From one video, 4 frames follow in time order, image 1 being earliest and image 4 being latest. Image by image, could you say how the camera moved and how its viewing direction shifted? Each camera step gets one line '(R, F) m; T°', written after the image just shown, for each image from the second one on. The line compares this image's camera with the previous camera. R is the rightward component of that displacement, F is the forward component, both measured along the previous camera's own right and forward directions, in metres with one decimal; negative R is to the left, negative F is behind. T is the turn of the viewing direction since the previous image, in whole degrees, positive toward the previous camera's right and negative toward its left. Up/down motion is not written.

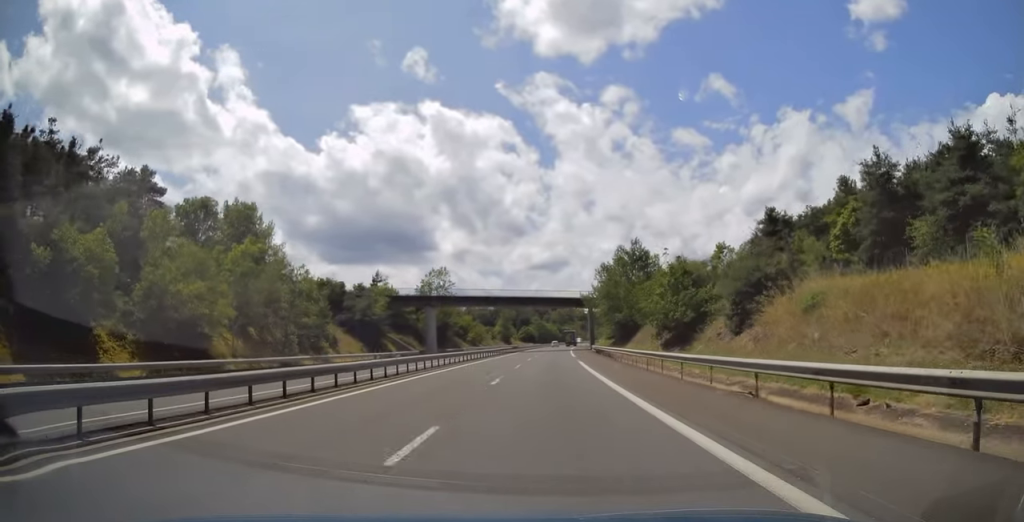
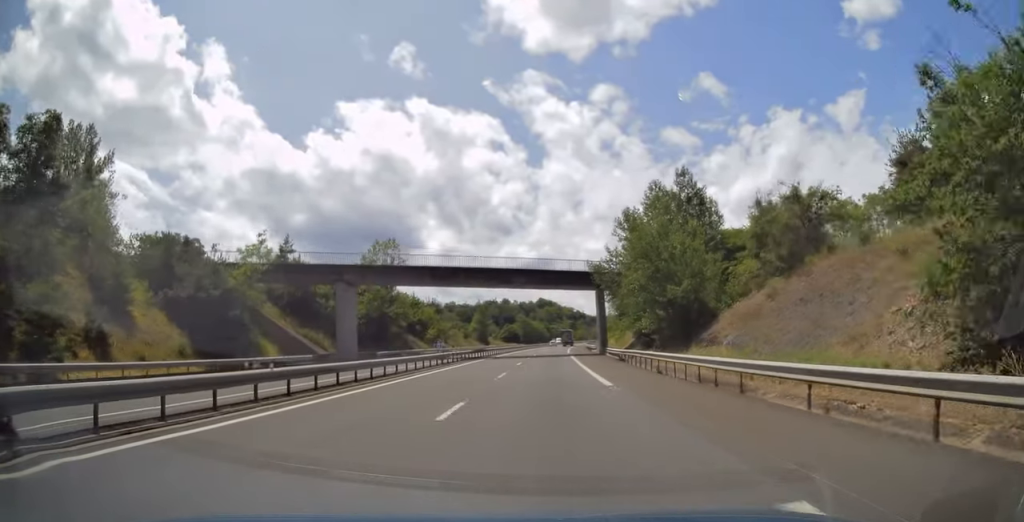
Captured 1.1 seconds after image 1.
(+0.4, +35.4) m; 0°
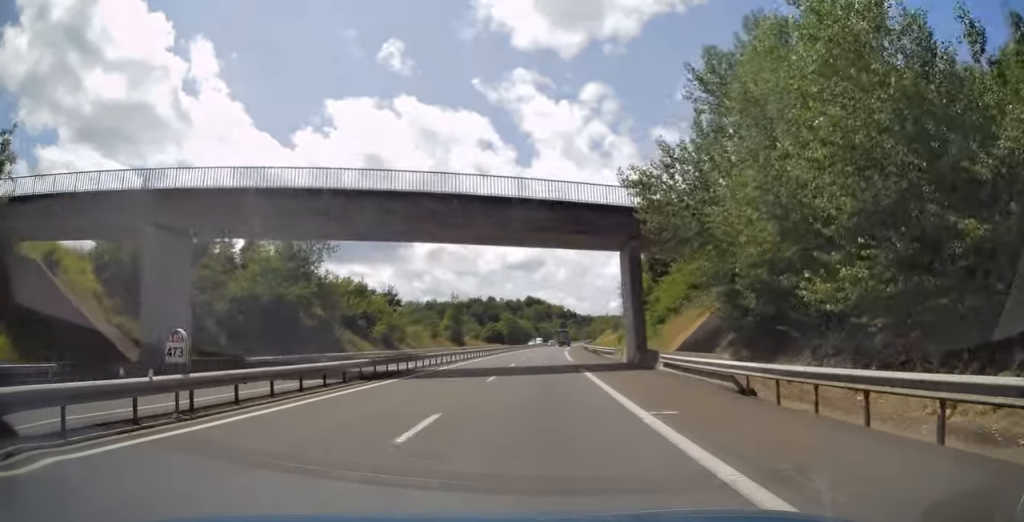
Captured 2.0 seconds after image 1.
(-0.4, +28.6) m; +1°
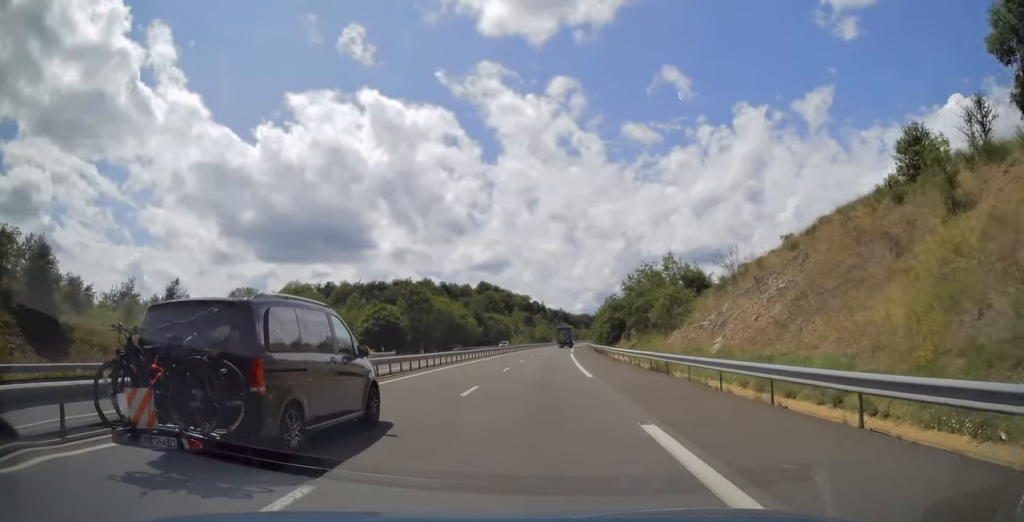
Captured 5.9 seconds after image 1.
(+6.3, +123.3) m; +4°
